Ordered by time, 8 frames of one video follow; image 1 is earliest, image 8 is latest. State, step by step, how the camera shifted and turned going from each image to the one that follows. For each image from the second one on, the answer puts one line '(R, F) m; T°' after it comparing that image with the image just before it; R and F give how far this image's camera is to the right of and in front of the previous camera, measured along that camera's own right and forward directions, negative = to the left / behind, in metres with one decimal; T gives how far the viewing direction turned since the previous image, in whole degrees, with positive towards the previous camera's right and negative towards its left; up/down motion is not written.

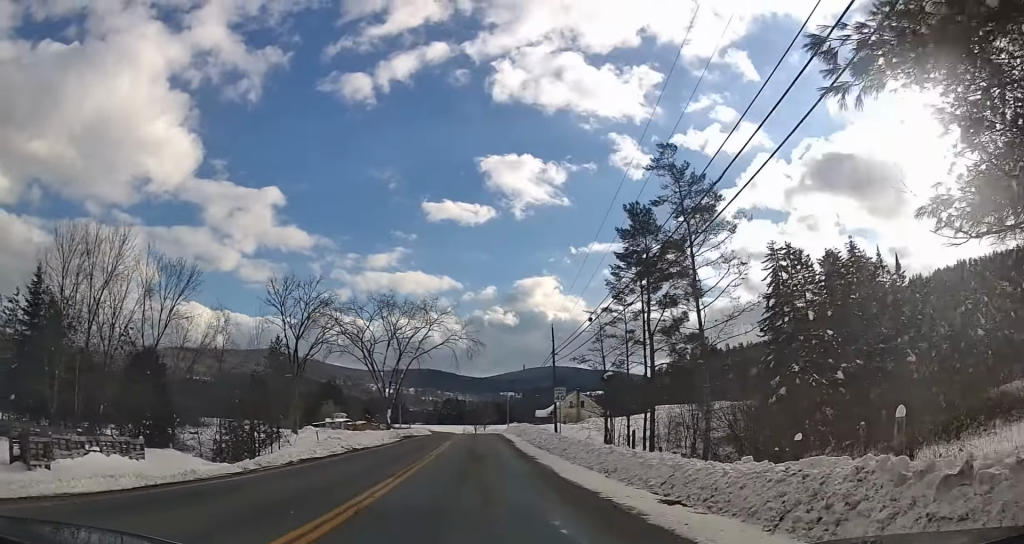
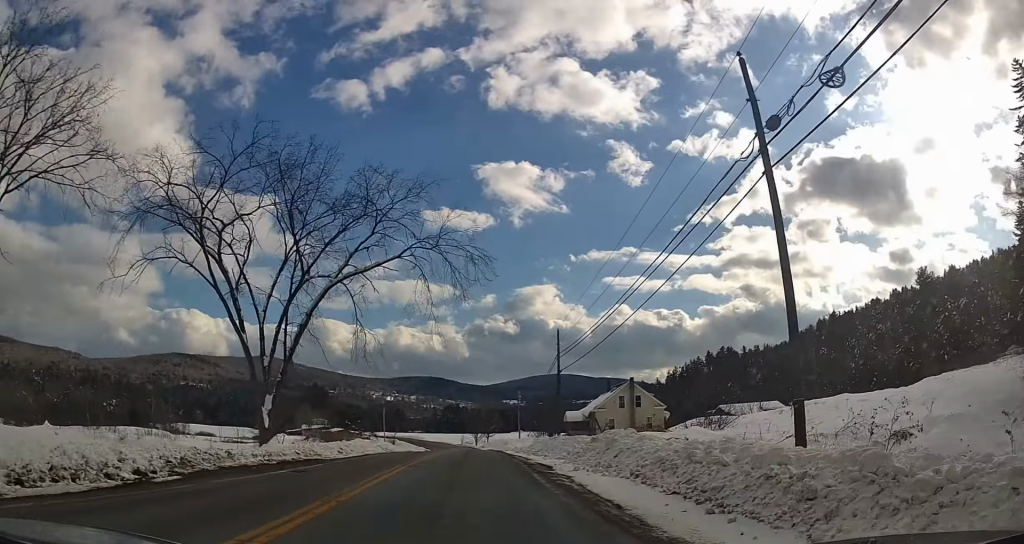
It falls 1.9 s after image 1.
(-0.6, +36.7) m; -1°
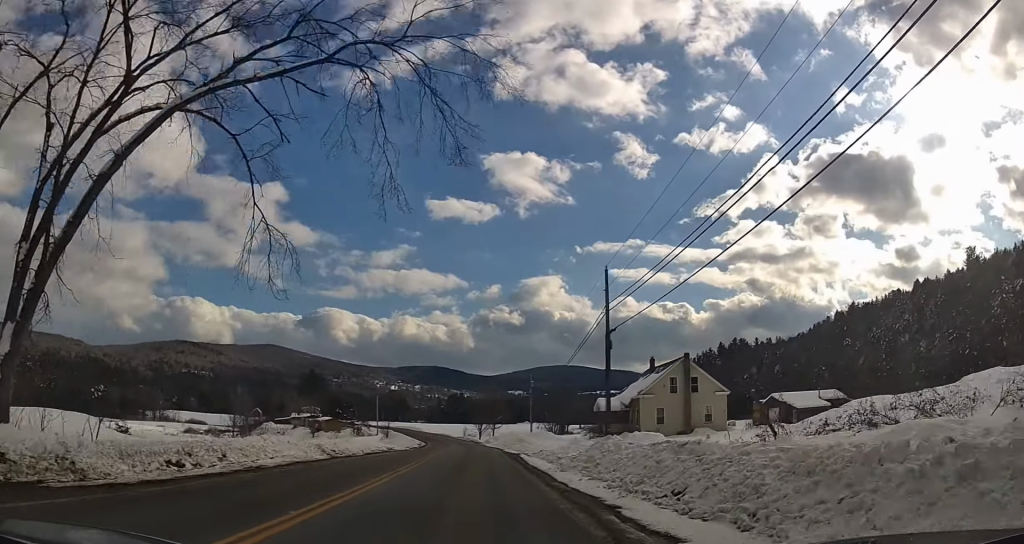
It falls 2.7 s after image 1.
(+0.1, +17.4) m; +1°
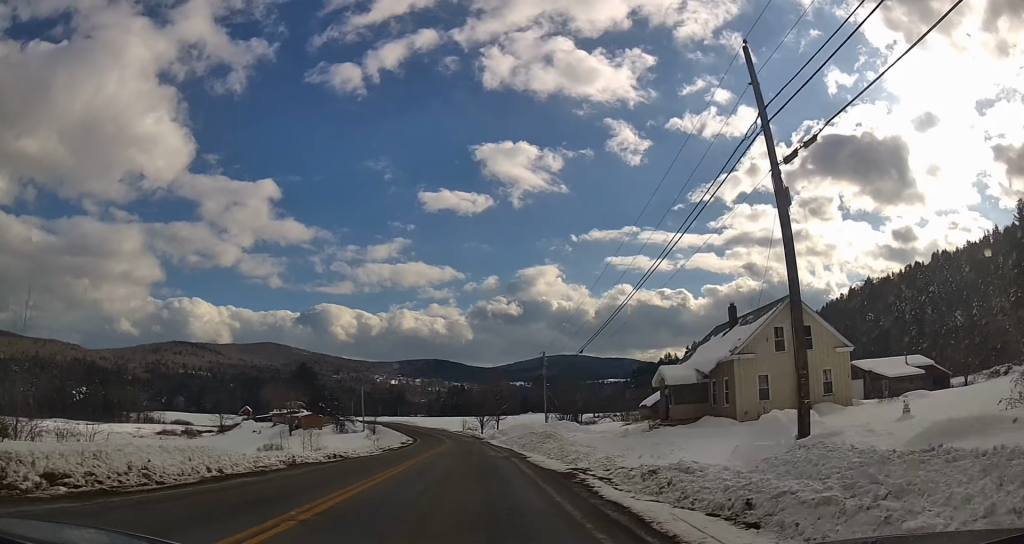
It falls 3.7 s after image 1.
(+0.2, +19.6) m; -1°
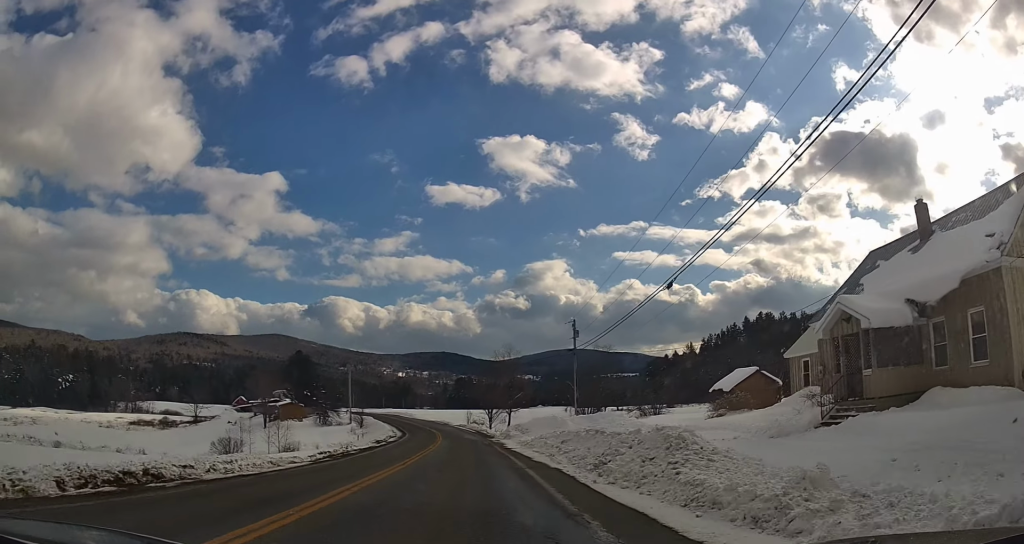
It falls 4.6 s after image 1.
(-0.6, +19.0) m; 0°
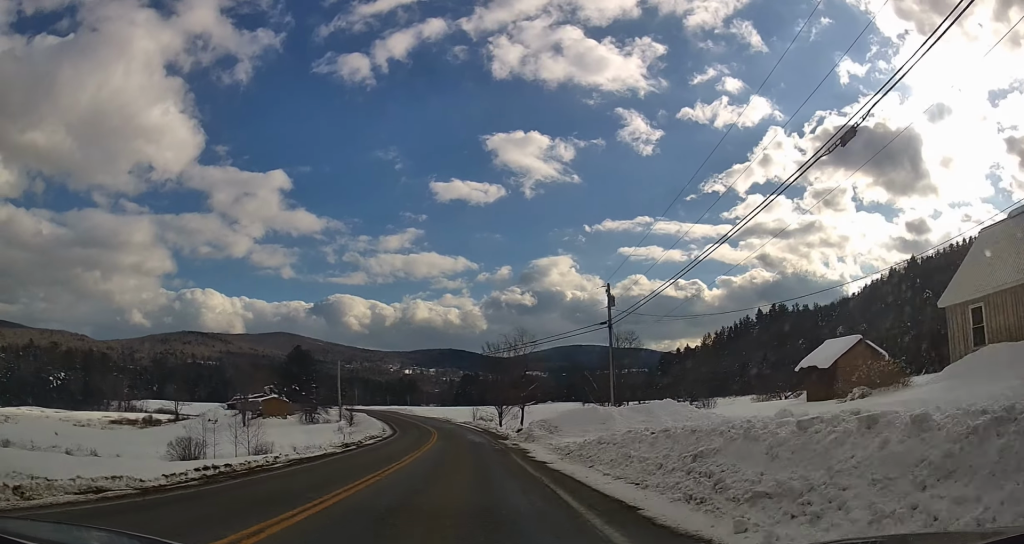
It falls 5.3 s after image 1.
(0.0, +13.1) m; 0°
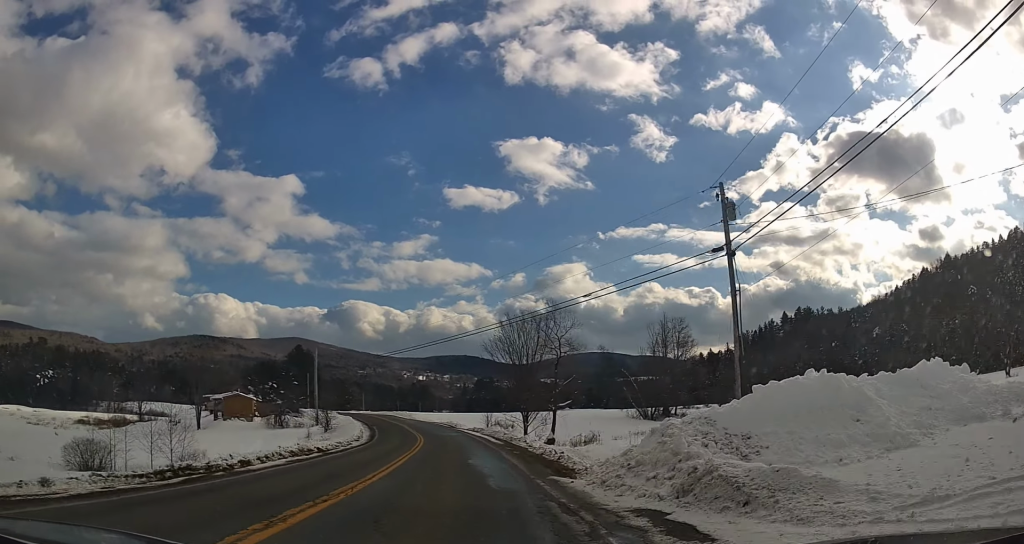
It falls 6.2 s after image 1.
(+0.4, +20.3) m; 0°
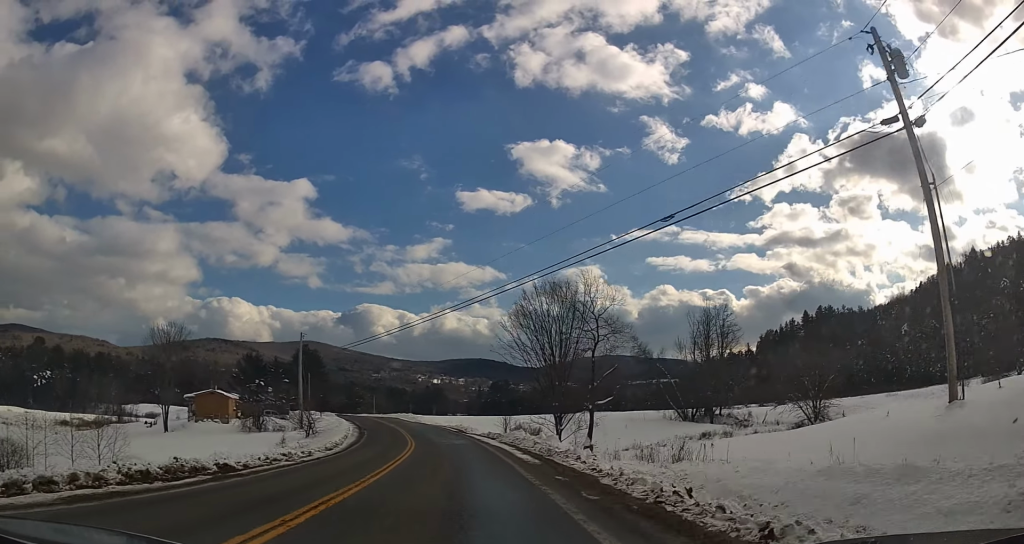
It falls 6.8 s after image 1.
(-0.2, +12.0) m; -2°
